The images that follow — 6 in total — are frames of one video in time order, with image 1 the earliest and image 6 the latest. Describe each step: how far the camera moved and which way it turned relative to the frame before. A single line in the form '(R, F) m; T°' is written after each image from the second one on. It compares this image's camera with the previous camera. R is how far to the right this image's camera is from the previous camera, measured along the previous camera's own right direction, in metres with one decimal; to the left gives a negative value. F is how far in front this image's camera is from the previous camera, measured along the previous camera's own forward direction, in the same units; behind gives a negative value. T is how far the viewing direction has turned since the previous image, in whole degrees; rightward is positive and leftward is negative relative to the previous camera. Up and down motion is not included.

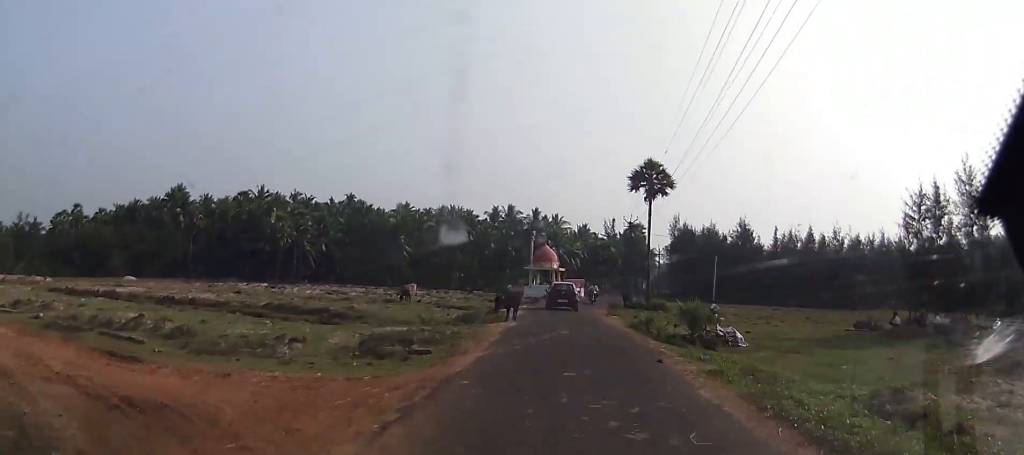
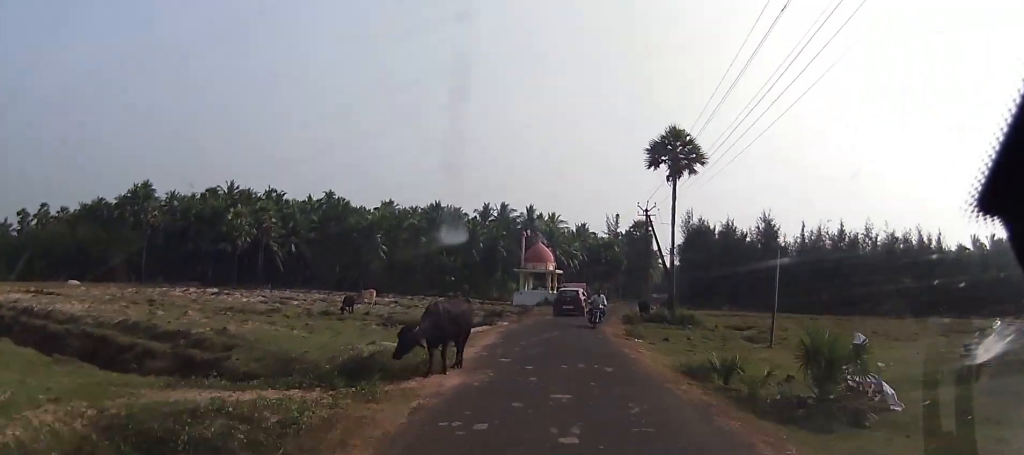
(+0.3, +12.9) m; 0°
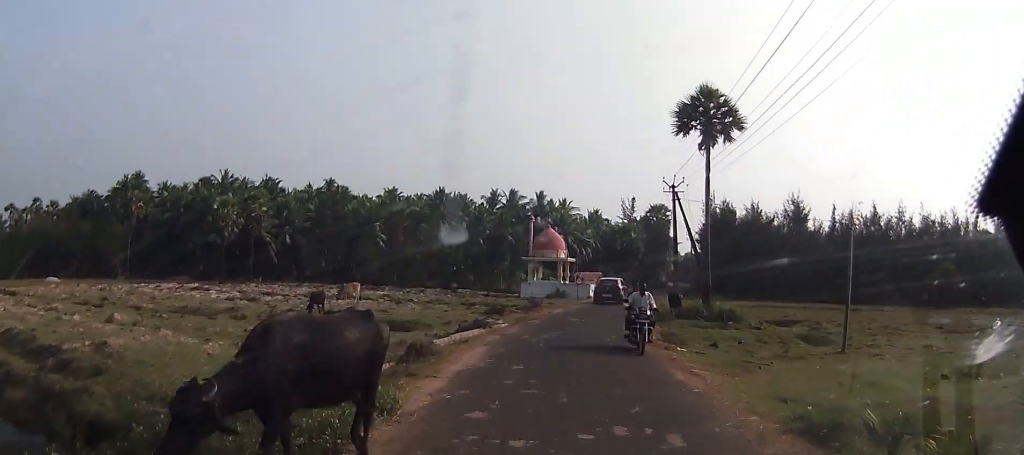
(-0.1, +6.9) m; 0°
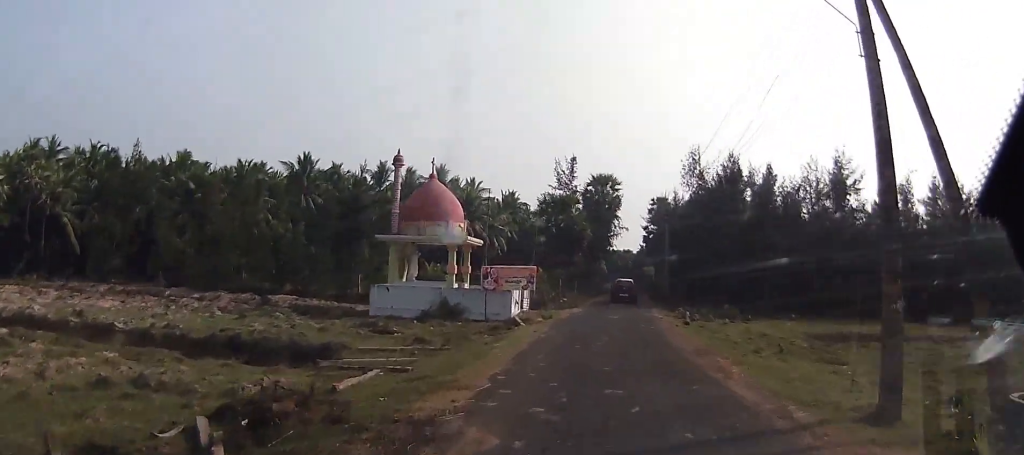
(-0.3, +26.7) m; +3°
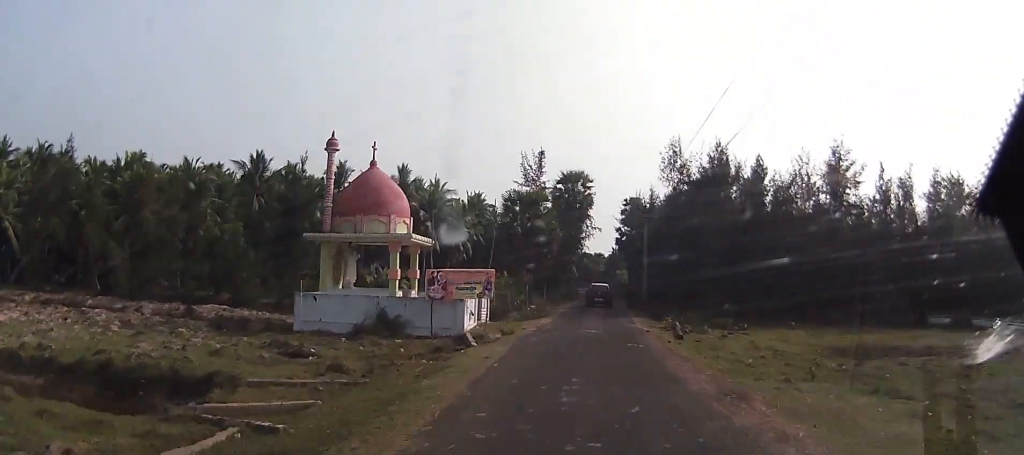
(0.0, +4.6) m; +2°
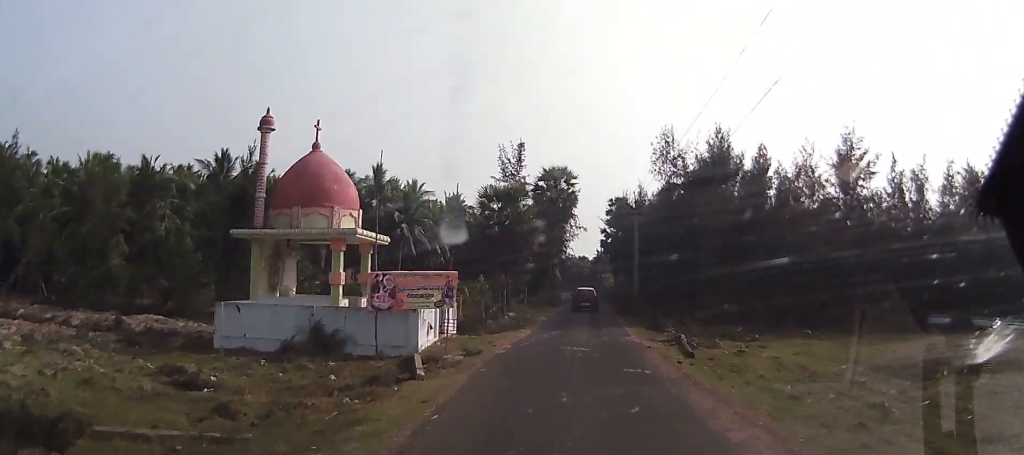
(-0.3, +4.1) m; +2°
